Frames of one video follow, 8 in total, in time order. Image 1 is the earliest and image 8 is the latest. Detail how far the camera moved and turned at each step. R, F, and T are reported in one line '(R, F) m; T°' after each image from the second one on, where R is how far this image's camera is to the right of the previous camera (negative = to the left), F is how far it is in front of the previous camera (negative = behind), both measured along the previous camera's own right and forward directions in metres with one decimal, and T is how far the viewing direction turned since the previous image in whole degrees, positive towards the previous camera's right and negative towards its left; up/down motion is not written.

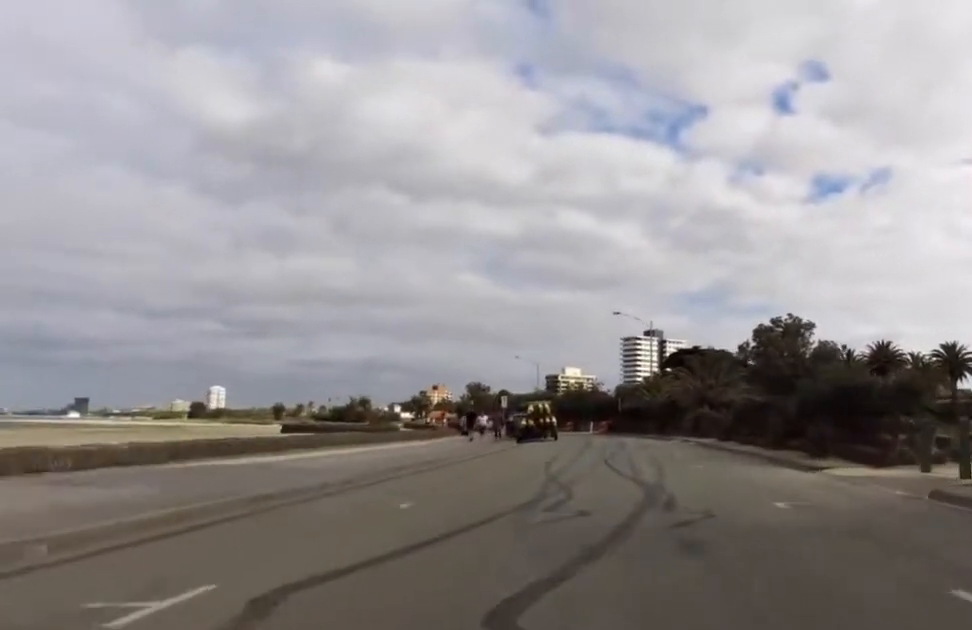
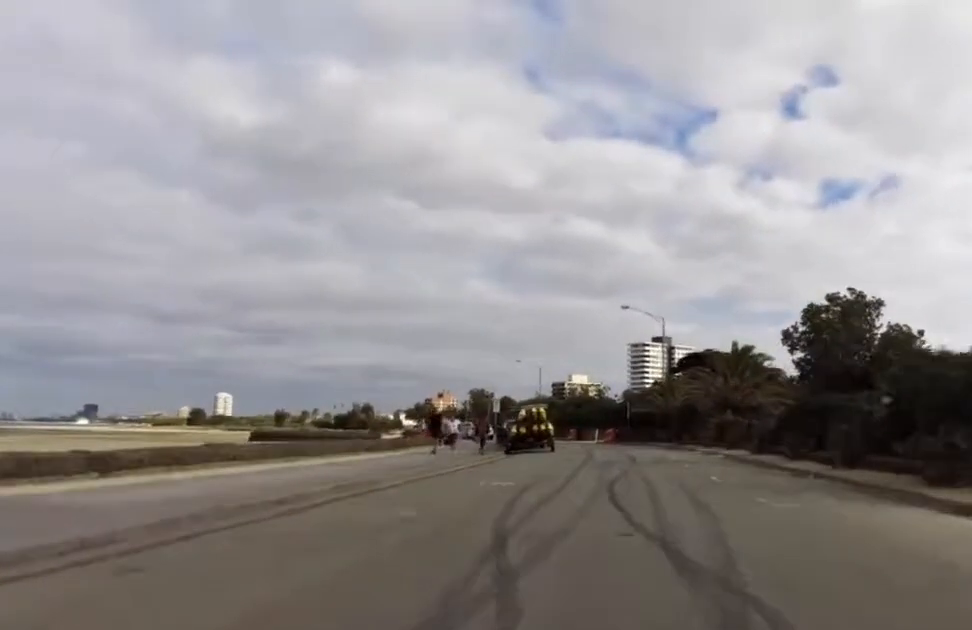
(+0.2, +7.3) m; -3°
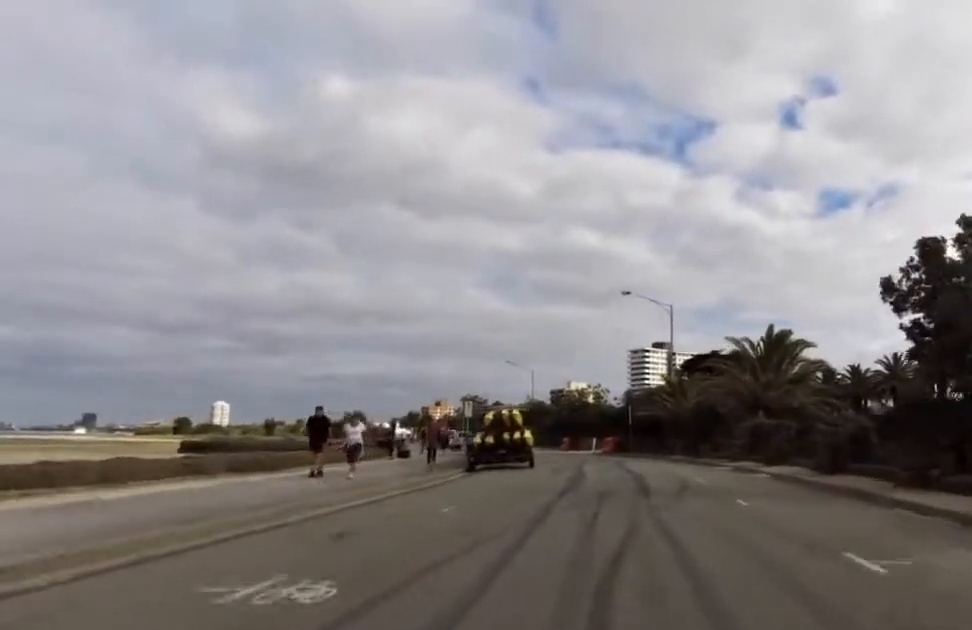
(-0.7, +9.6) m; -5°
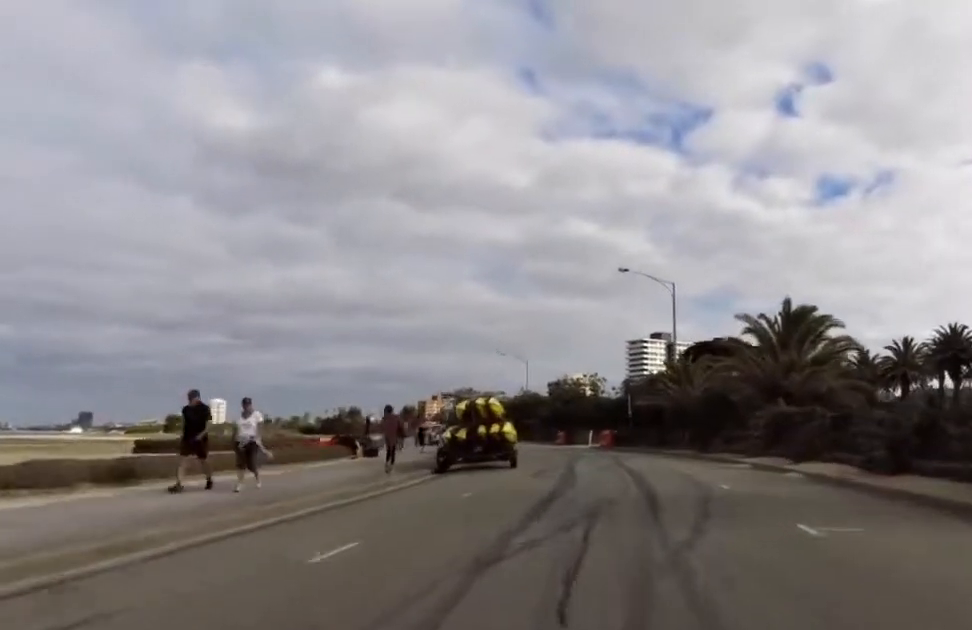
(0.0, +4.4) m; 0°
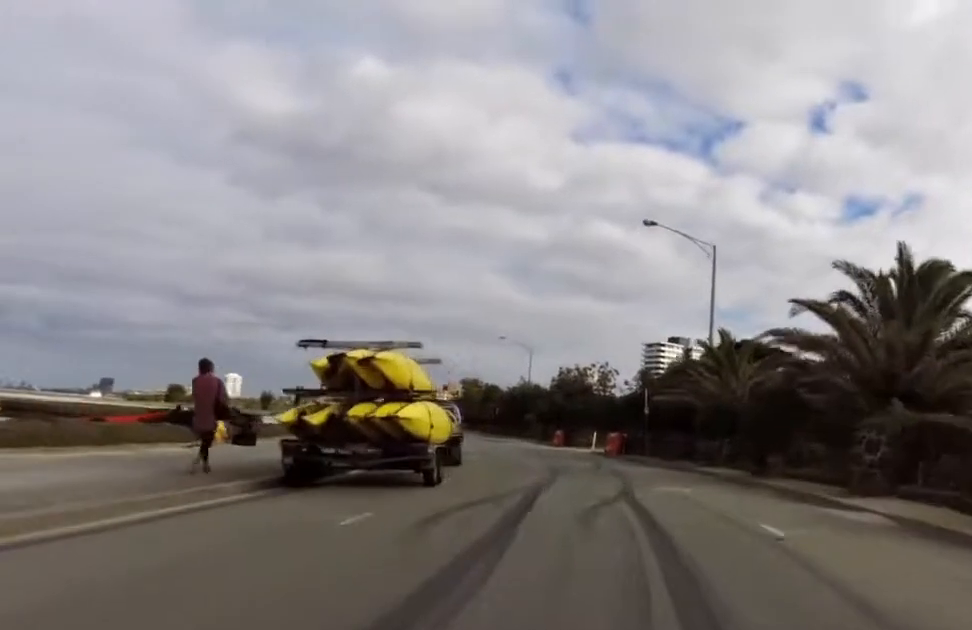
(+0.4, +10.8) m; +5°
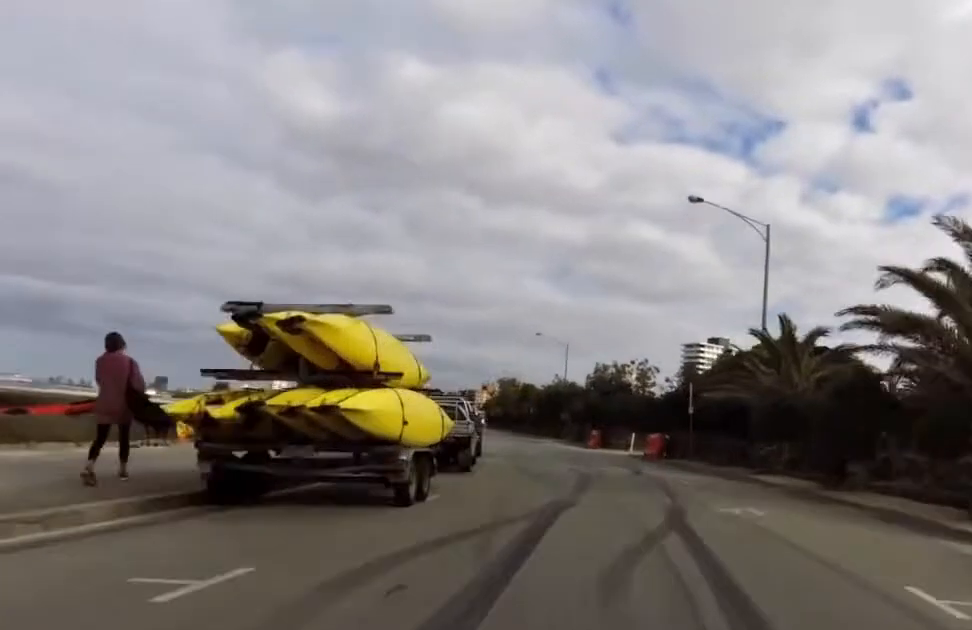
(0.0, +3.5) m; 0°
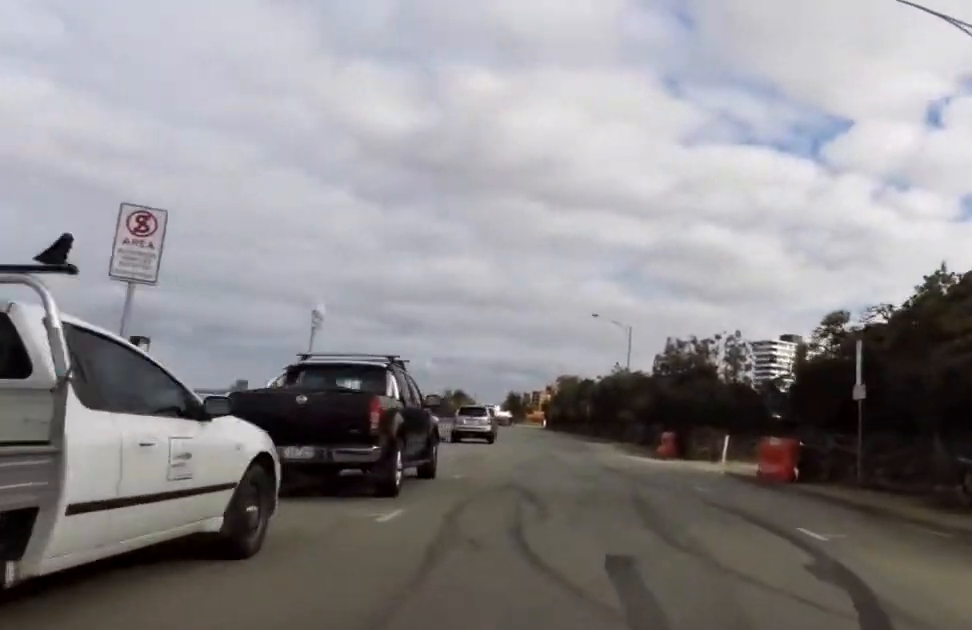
(-1.8, +14.3) m; -13°
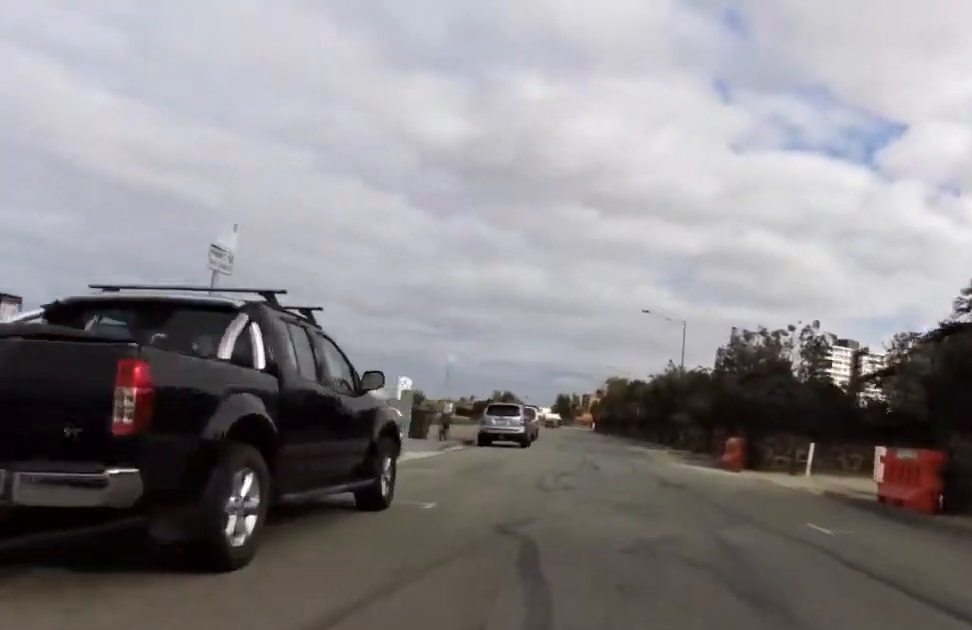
(+0.1, +5.4) m; +2°
